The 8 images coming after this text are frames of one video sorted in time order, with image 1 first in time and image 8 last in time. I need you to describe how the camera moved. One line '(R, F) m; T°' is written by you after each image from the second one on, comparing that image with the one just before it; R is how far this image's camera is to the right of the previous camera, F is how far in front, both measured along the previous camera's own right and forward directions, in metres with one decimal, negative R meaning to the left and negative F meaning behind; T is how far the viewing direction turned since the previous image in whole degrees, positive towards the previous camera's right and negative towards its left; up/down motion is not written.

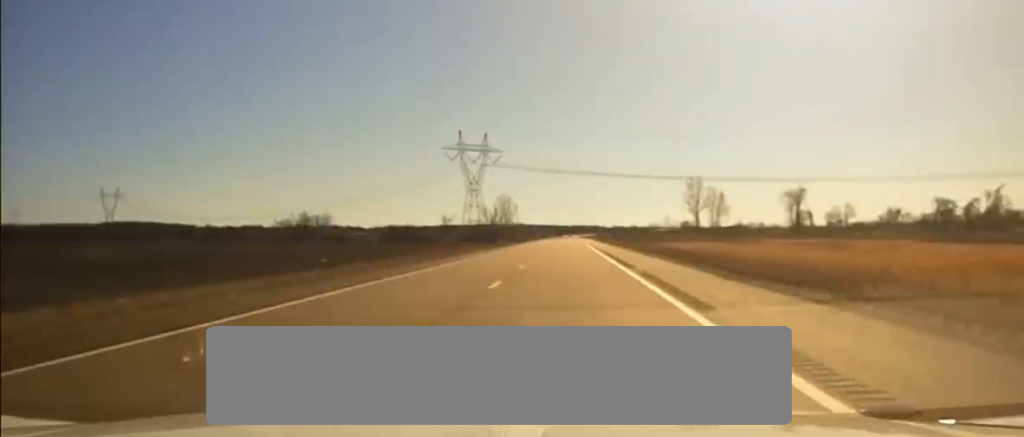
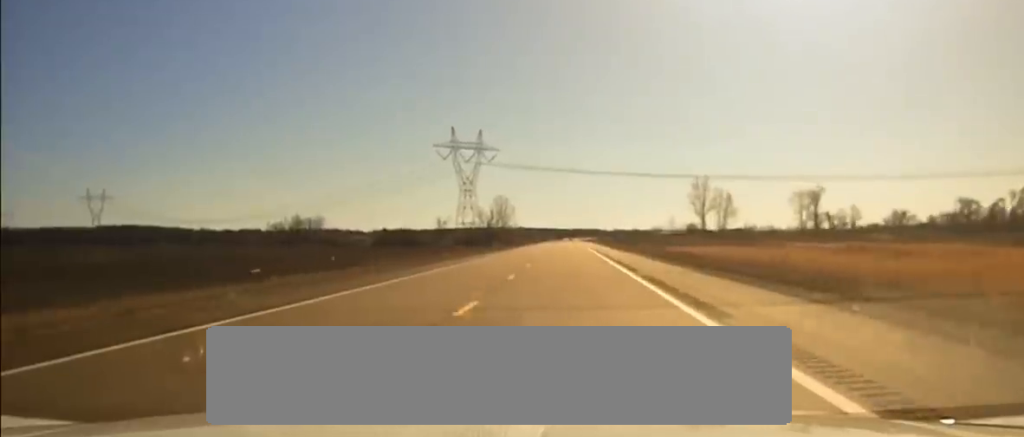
(0.0, +16.0) m; 0°
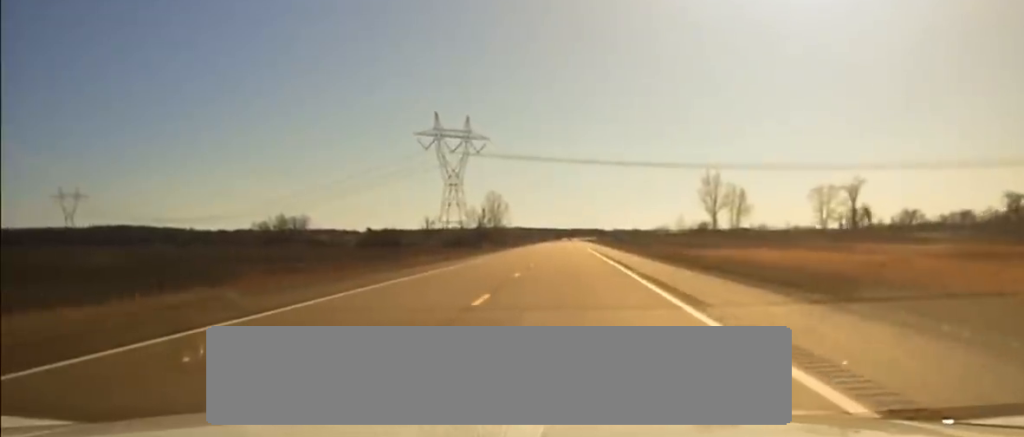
(0.0, +28.2) m; 0°
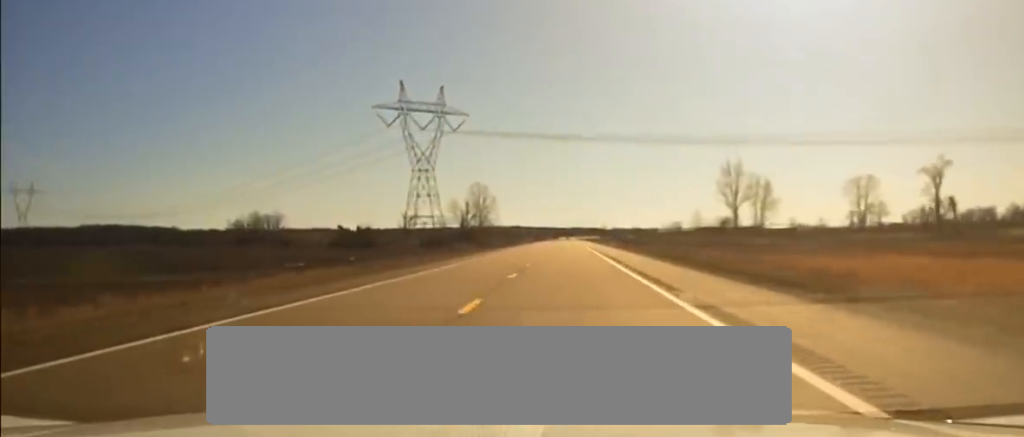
(0.0, +43.4) m; 0°
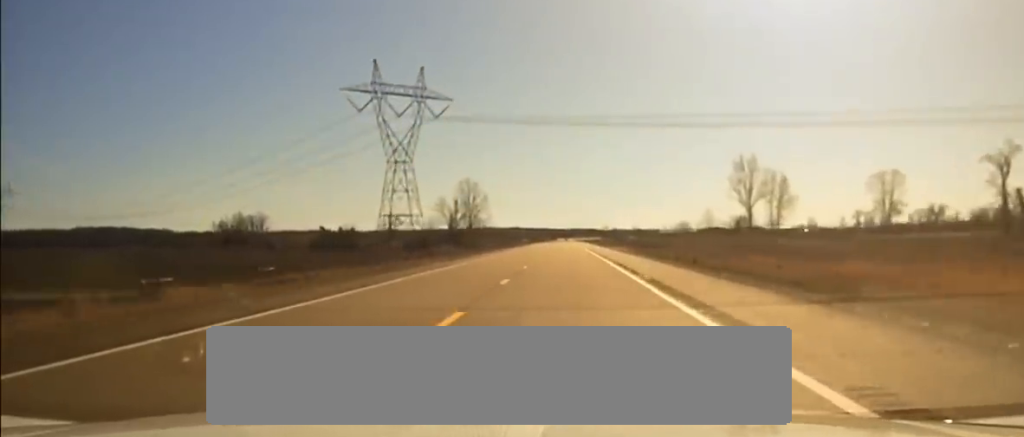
(0.0, +24.9) m; 0°
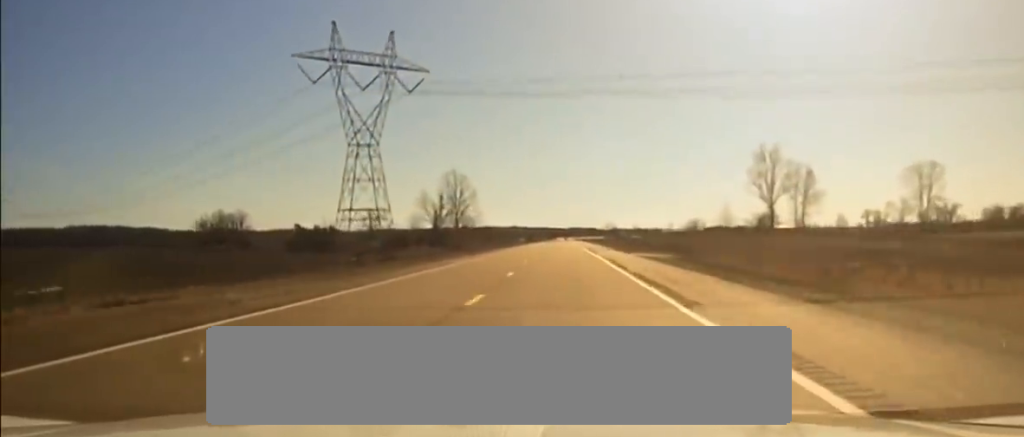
(0.0, +32.1) m; 0°
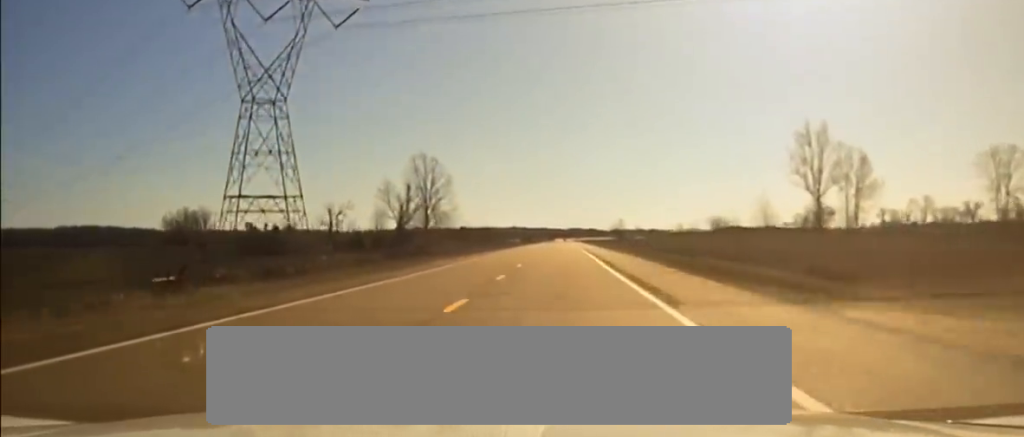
(0.0, +49.9) m; 0°
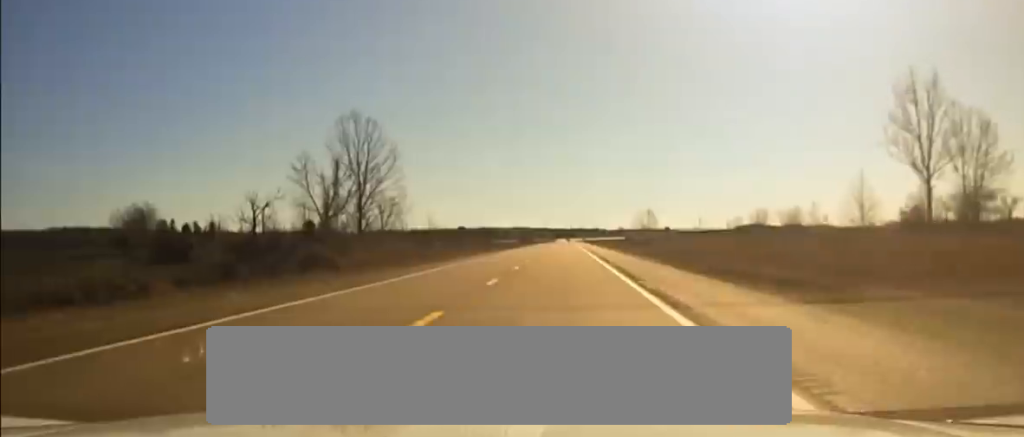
(+0.1, +66.7) m; 0°
